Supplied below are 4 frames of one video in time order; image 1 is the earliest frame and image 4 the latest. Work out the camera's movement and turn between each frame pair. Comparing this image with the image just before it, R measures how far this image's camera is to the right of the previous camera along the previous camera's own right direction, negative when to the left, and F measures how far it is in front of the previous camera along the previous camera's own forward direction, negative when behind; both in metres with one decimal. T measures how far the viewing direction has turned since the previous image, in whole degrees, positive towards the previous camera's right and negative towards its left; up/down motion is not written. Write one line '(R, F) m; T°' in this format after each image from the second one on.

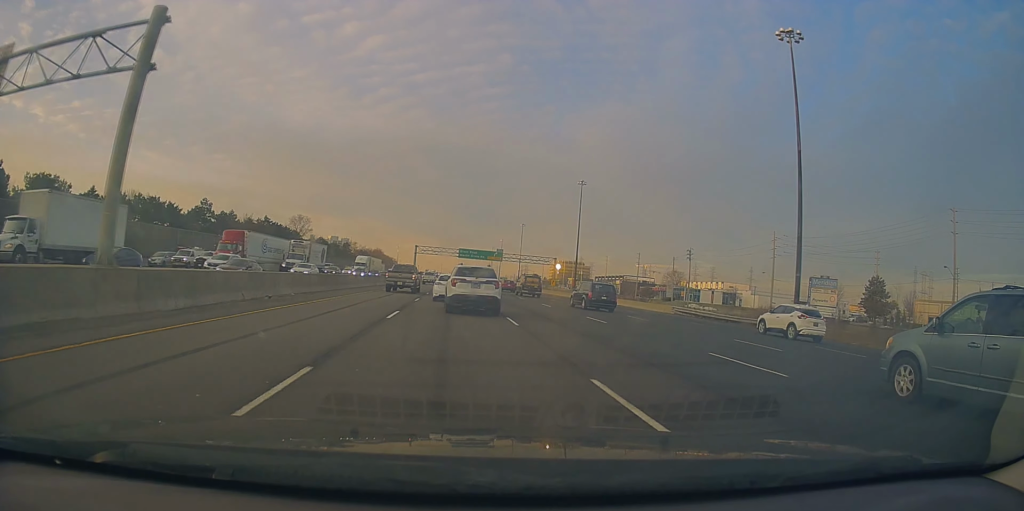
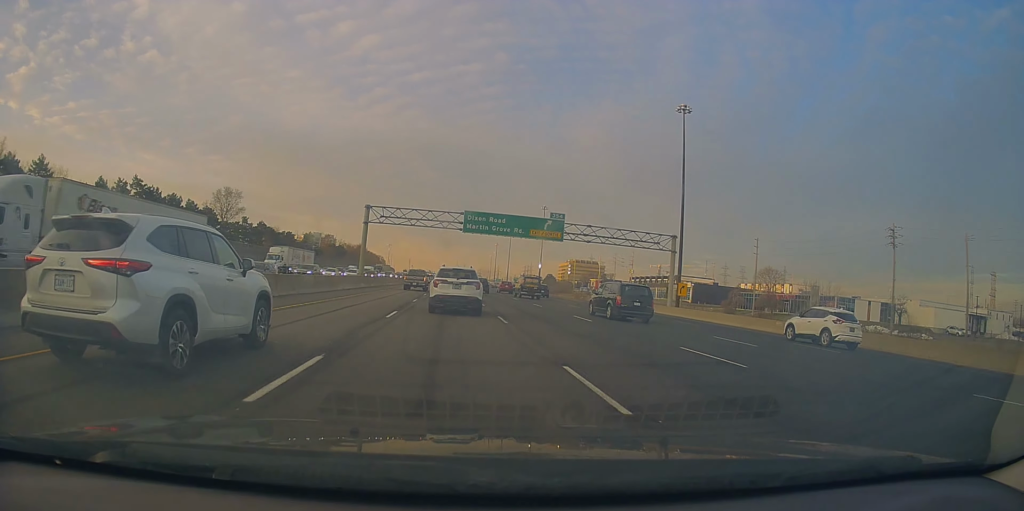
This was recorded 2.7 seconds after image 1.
(-0.9, +69.3) m; -1°
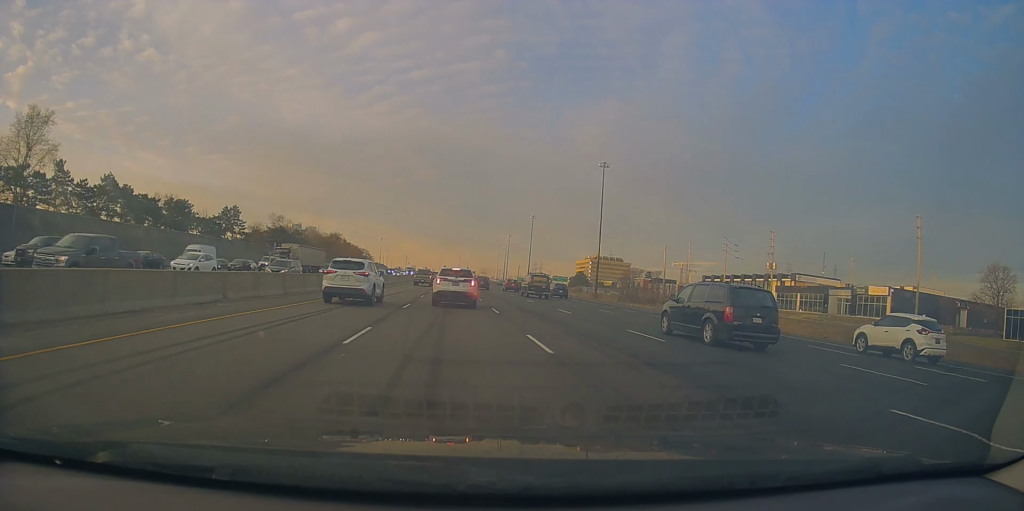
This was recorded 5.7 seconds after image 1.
(-0.3, +77.1) m; -1°
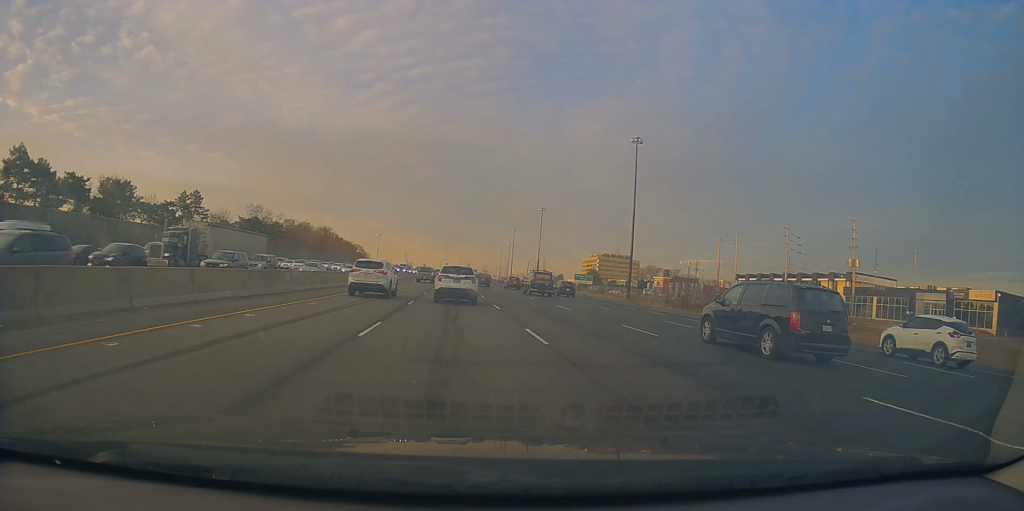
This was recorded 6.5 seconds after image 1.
(+0.1, +22.9) m; 0°
